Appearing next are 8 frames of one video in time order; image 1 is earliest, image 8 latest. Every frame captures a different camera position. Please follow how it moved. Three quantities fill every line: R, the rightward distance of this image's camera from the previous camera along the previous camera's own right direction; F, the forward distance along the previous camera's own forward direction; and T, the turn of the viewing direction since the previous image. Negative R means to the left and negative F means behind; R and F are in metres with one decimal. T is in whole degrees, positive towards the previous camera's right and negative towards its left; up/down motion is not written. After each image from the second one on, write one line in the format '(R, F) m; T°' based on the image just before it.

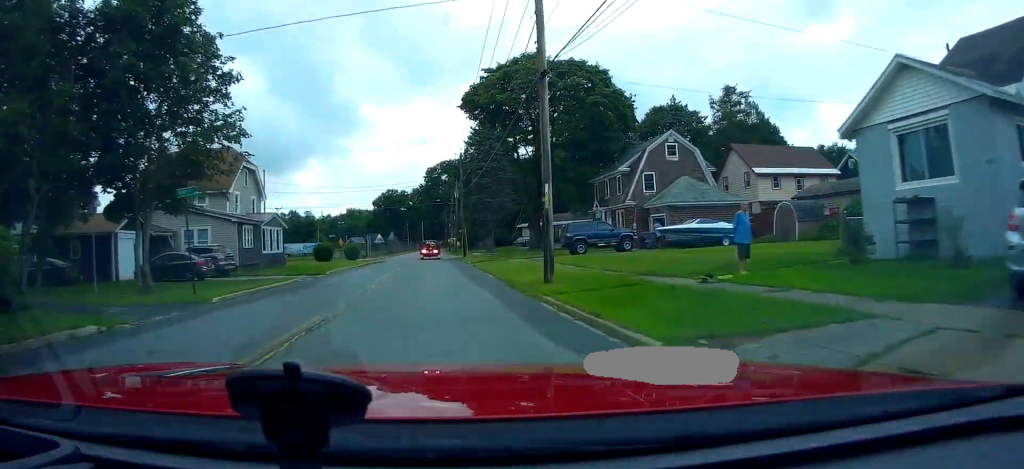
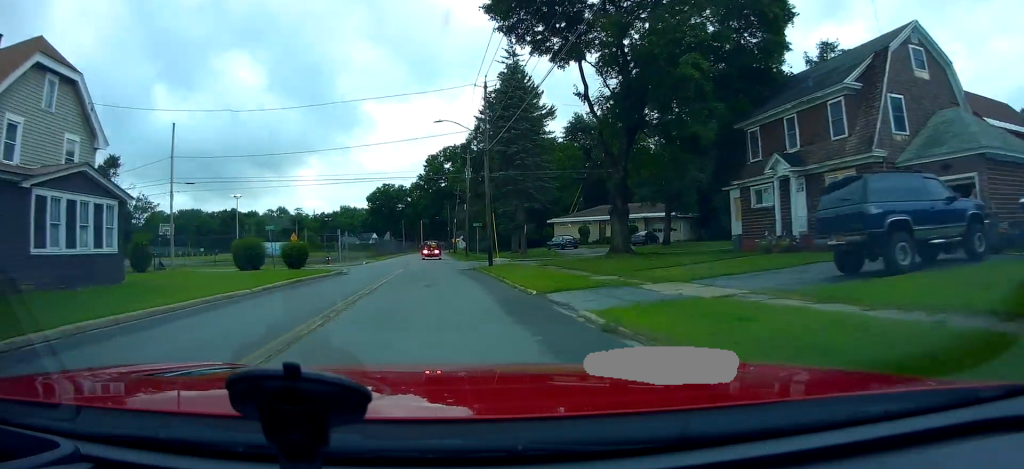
(+1.1, +24.6) m; +1°
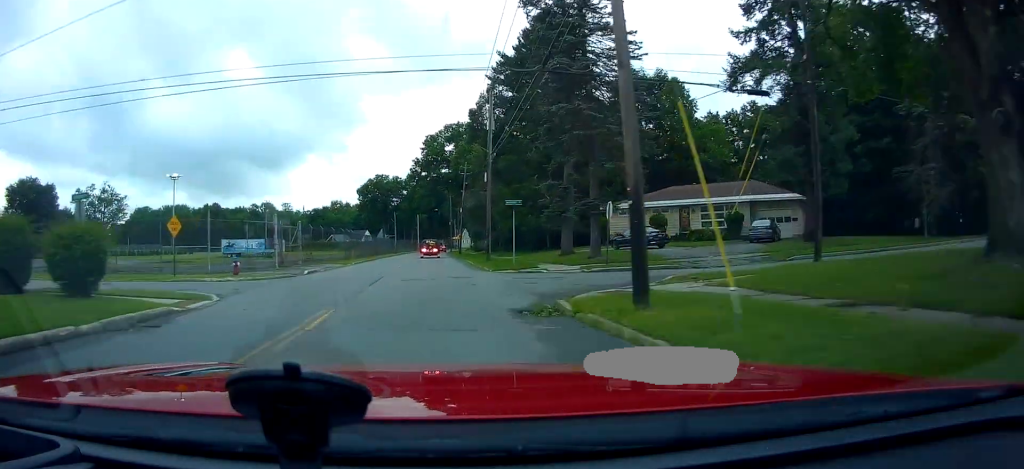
(-0.2, +22.3) m; +1°
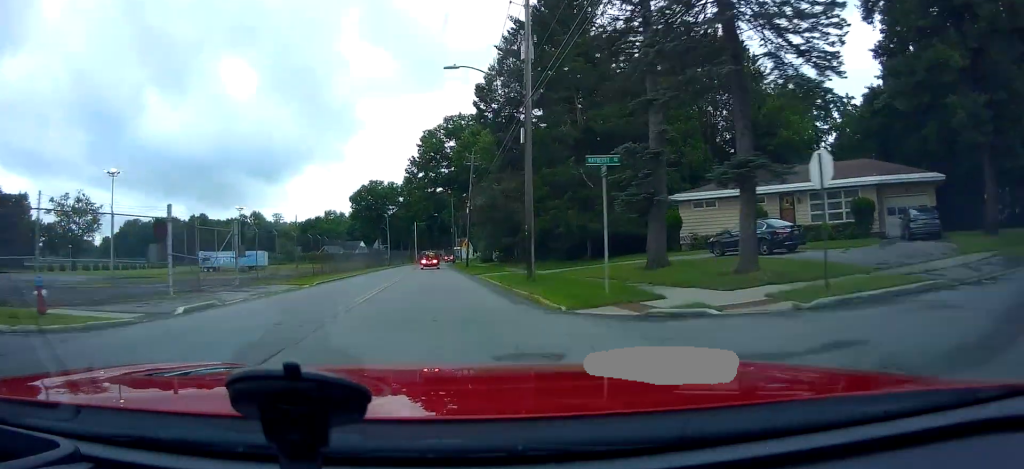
(+0.3, +14.0) m; 0°
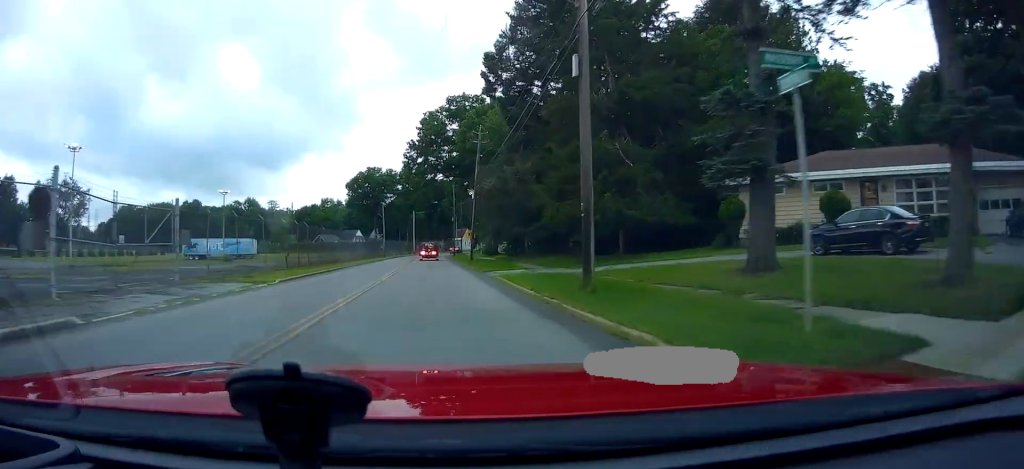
(-0.1, +7.0) m; -2°
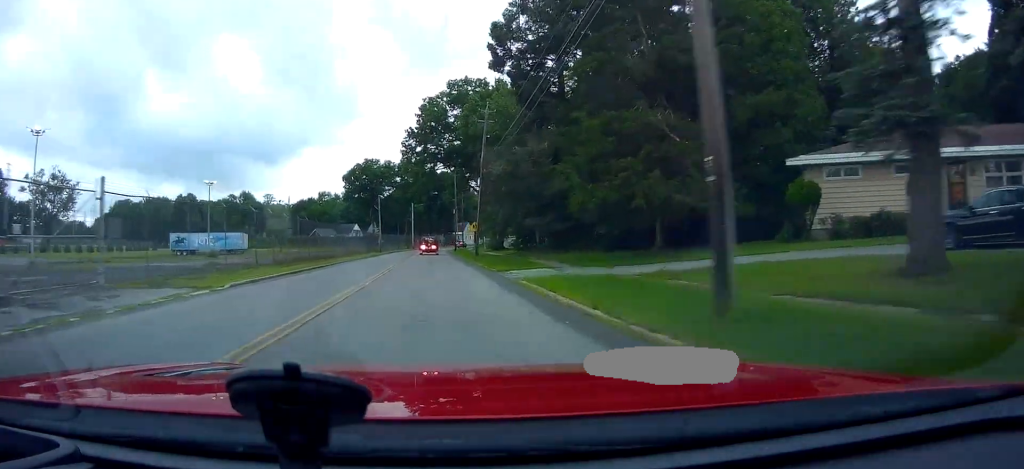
(-0.1, +5.7) m; 0°
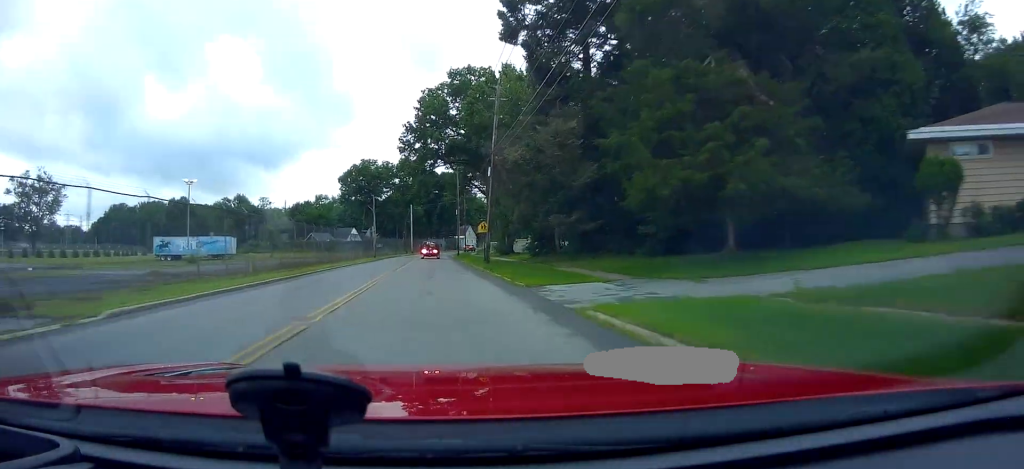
(-0.2, +7.0) m; +1°
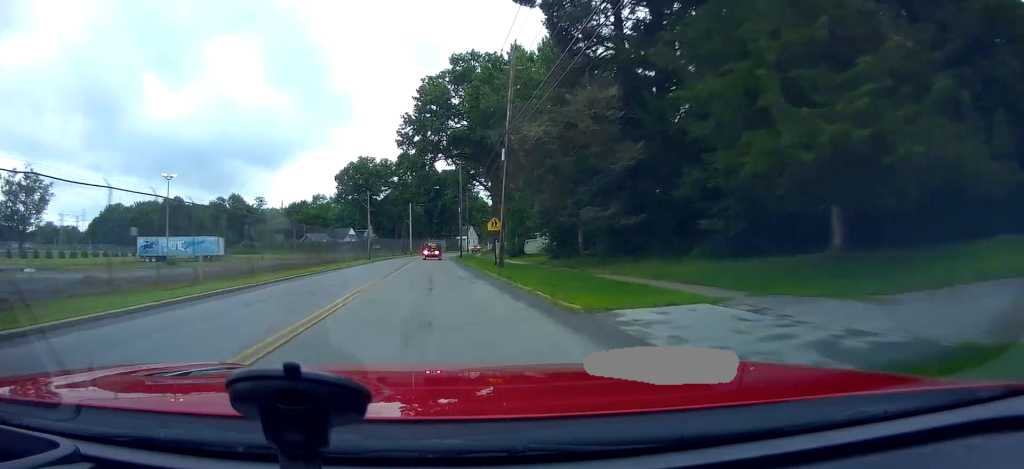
(+0.2, +6.1) m; +1°
